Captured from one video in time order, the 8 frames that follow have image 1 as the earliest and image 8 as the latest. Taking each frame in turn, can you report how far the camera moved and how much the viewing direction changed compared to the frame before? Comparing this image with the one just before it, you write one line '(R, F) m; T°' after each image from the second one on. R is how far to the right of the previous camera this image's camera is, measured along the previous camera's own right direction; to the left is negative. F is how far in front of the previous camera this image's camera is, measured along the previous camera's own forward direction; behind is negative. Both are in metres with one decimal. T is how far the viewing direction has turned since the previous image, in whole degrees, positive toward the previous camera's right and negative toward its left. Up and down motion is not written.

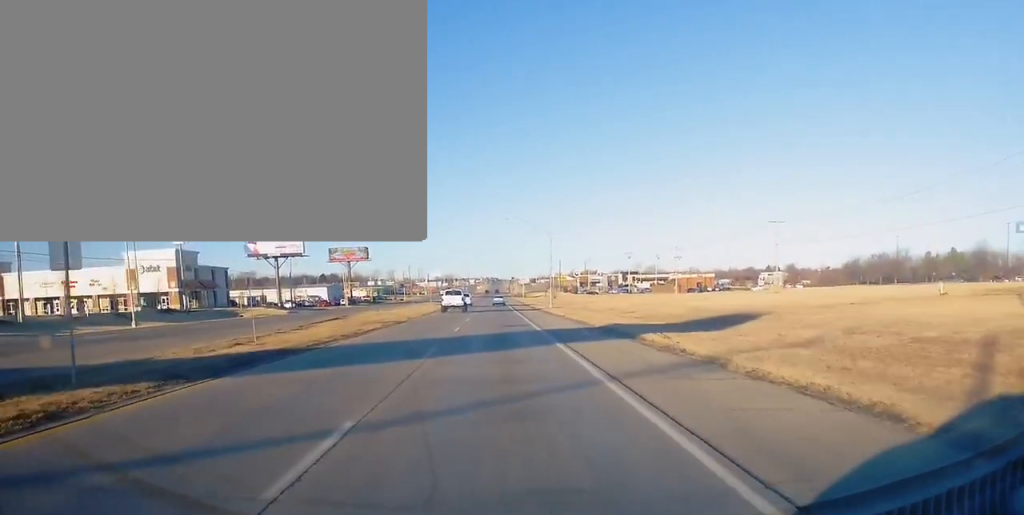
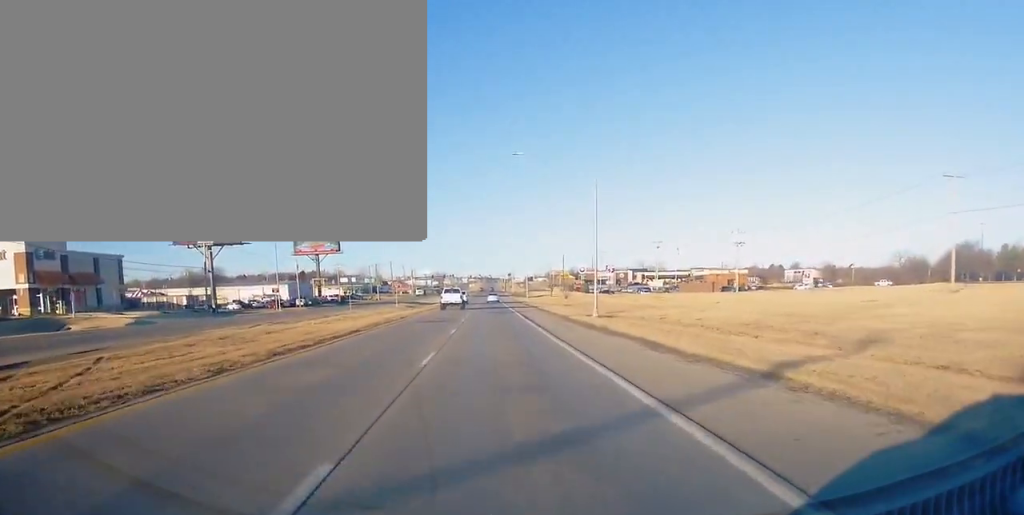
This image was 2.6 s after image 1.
(+0.2, +44.8) m; +2°
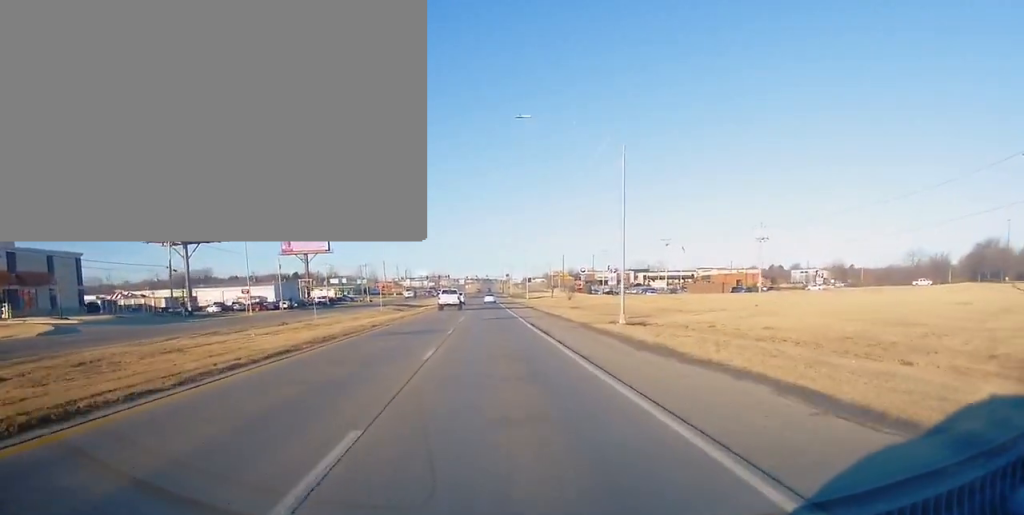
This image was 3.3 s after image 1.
(0.0, +11.8) m; 0°
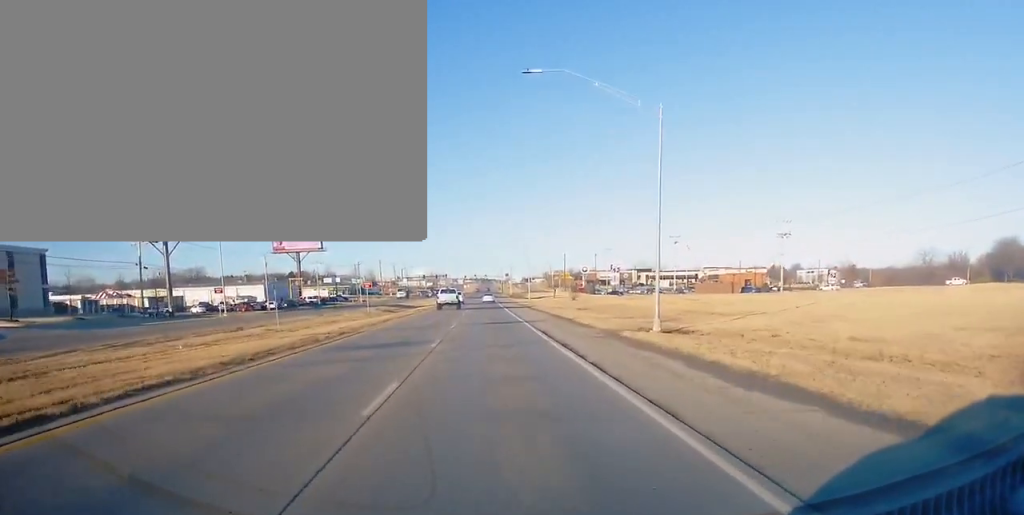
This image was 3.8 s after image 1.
(0.0, +8.9) m; 0°
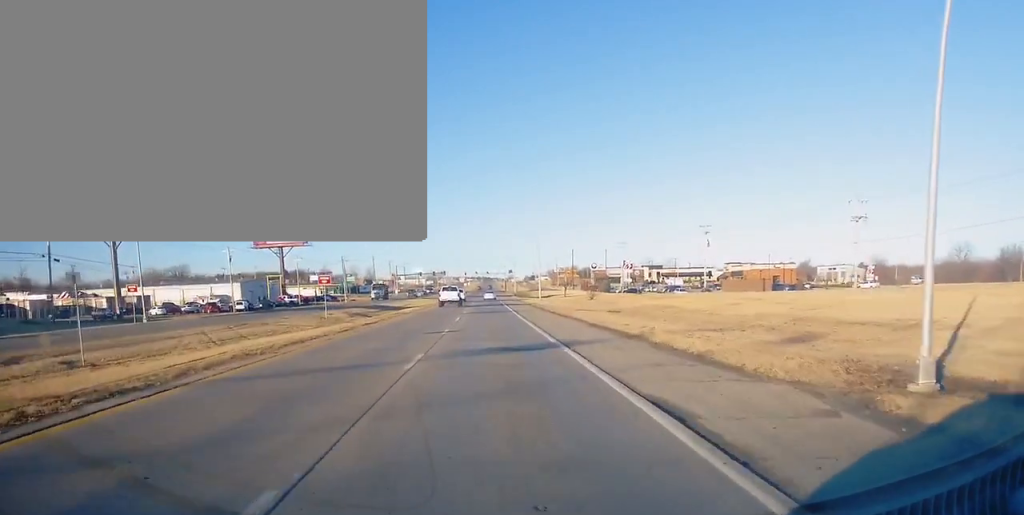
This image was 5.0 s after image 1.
(0.0, +21.4) m; 0°
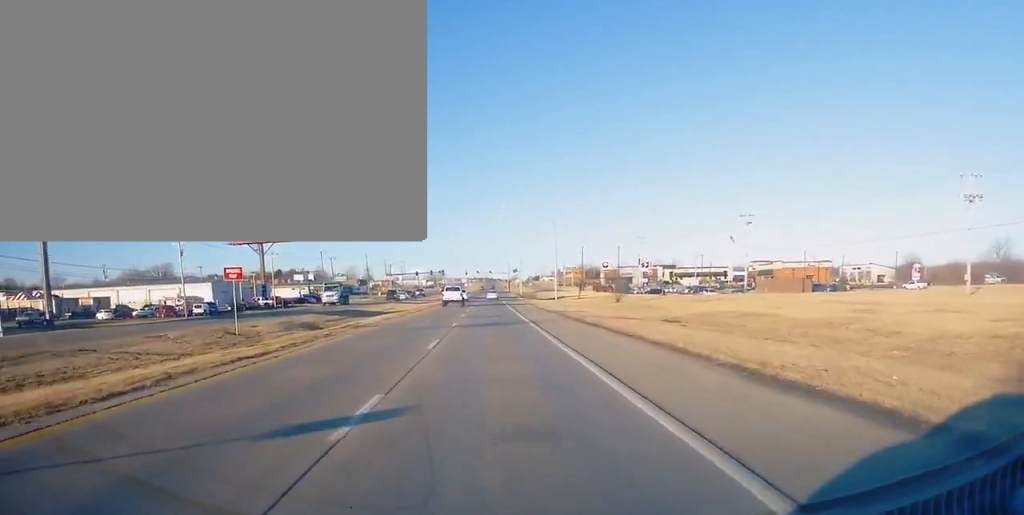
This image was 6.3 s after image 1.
(0.0, +21.3) m; 0°
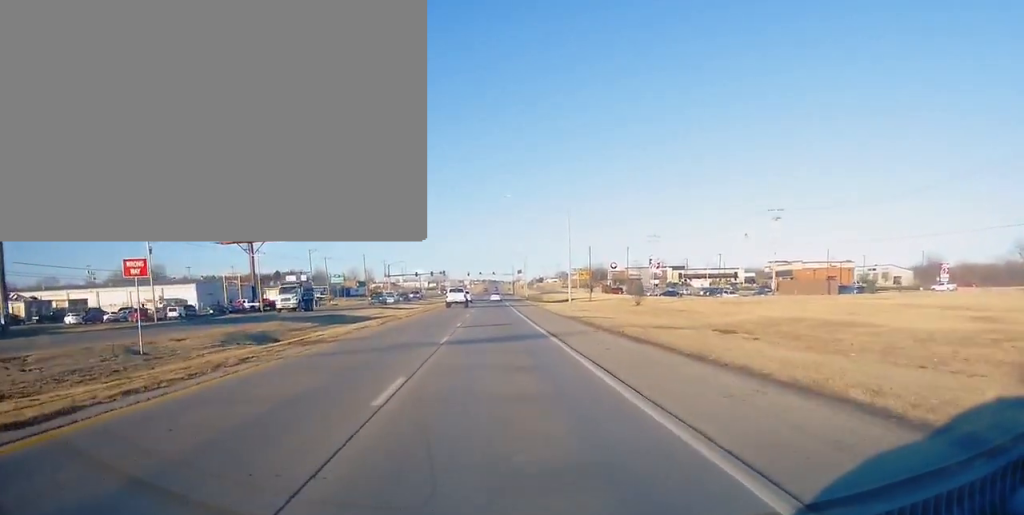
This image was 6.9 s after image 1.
(0.0, +10.9) m; 0°
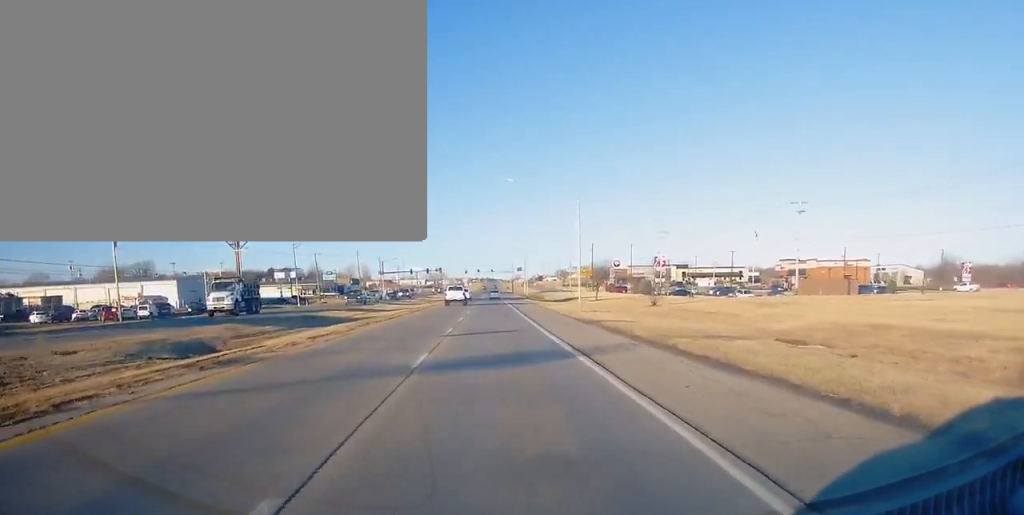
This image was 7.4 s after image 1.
(0.0, +8.9) m; 0°
